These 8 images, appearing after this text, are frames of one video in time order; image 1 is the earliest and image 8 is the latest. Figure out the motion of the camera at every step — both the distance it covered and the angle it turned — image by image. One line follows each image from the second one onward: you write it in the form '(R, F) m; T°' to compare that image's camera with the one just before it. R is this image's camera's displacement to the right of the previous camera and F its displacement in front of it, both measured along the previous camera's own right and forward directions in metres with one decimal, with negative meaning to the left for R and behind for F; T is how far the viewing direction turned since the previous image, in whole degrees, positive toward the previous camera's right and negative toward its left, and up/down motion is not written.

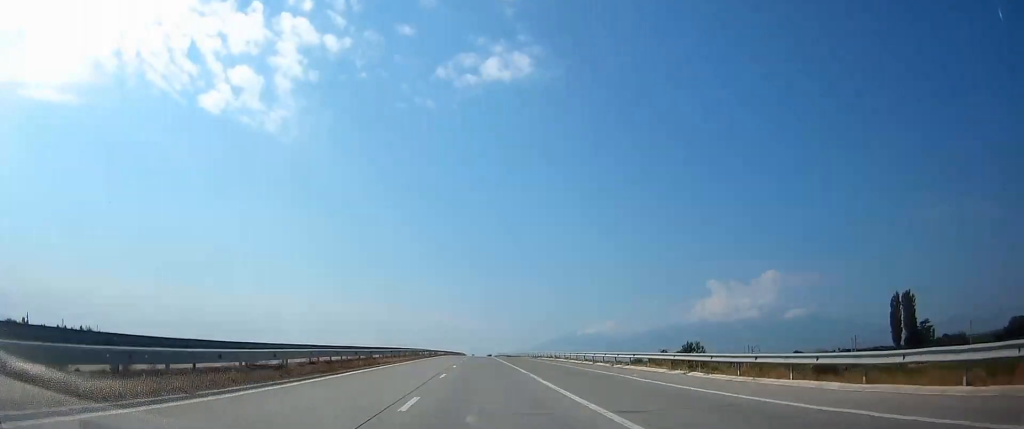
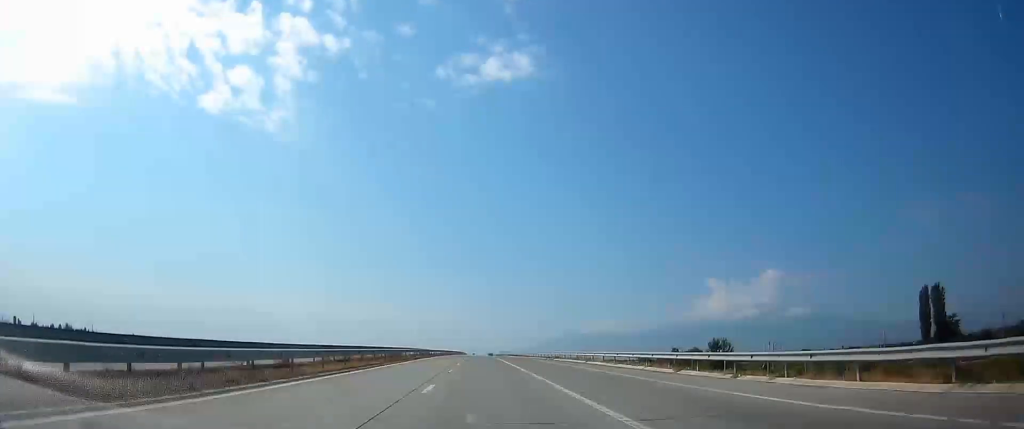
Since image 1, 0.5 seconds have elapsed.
(+0.1, +19.8) m; 0°
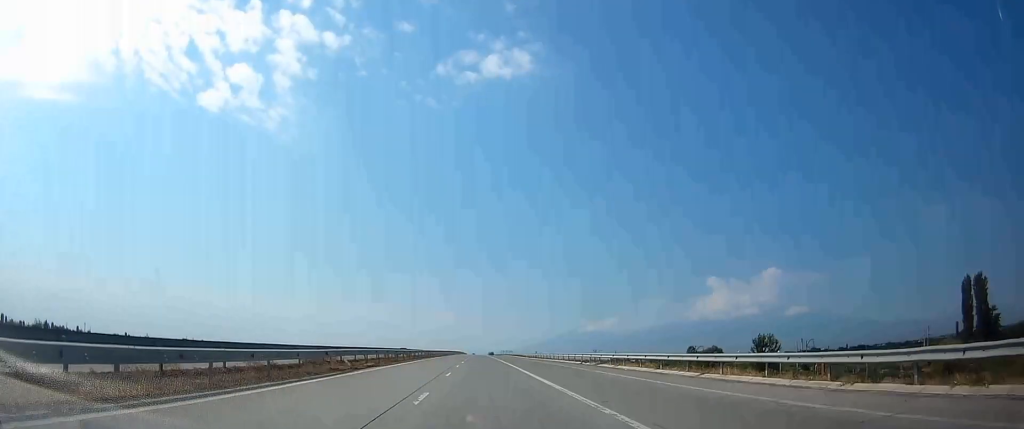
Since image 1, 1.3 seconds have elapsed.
(+0.1, +27.0) m; 0°
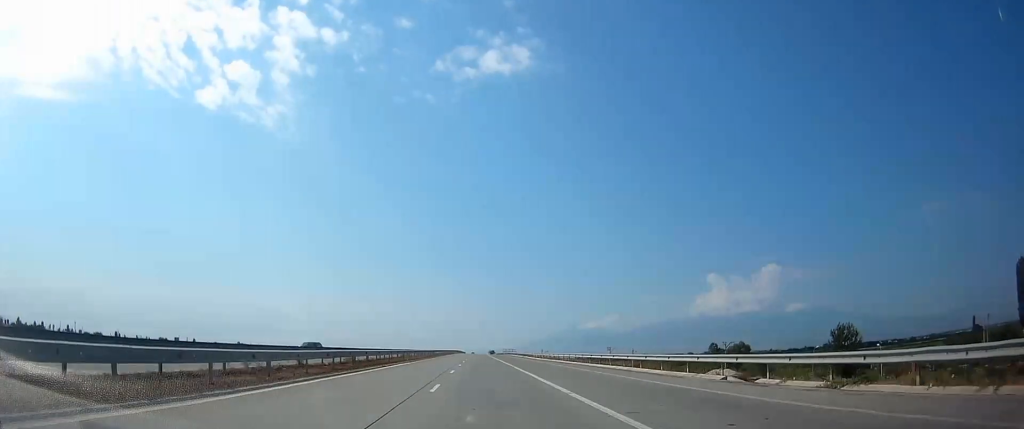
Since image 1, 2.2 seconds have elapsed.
(0.0, +32.6) m; 0°
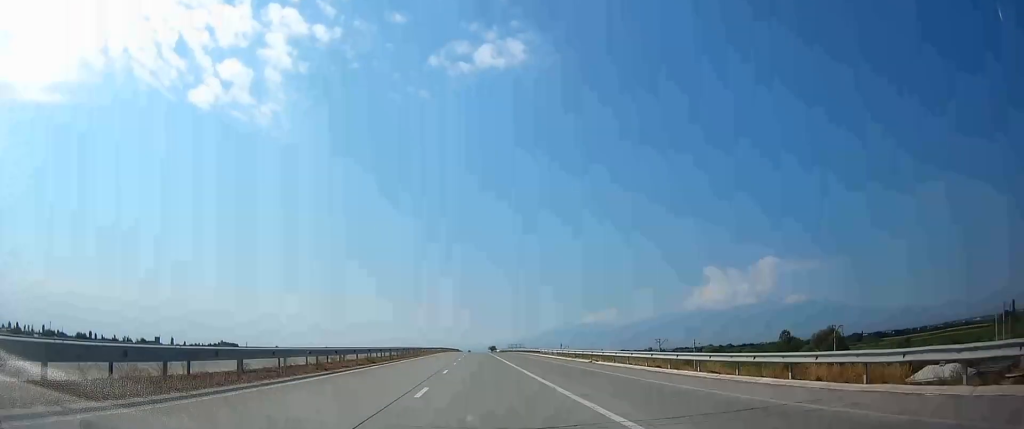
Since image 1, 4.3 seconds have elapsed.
(-0.2, +74.9) m; 0°
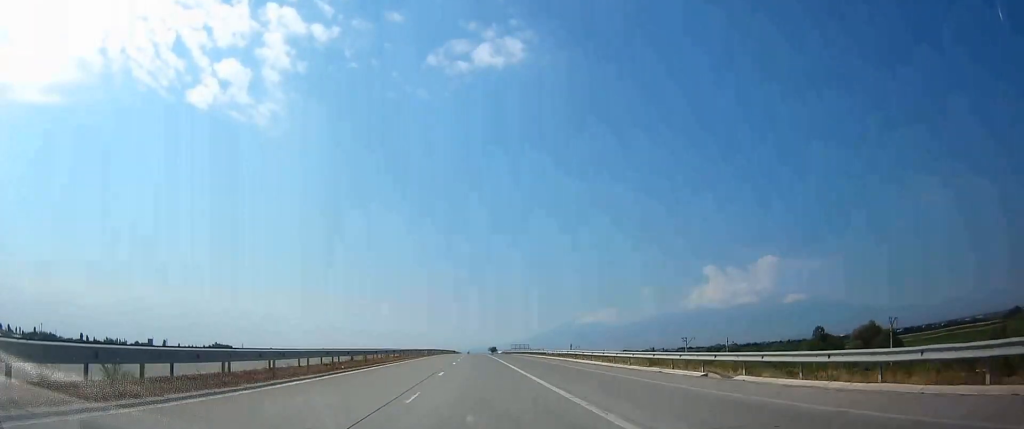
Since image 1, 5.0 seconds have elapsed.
(0.0, +25.0) m; 0°
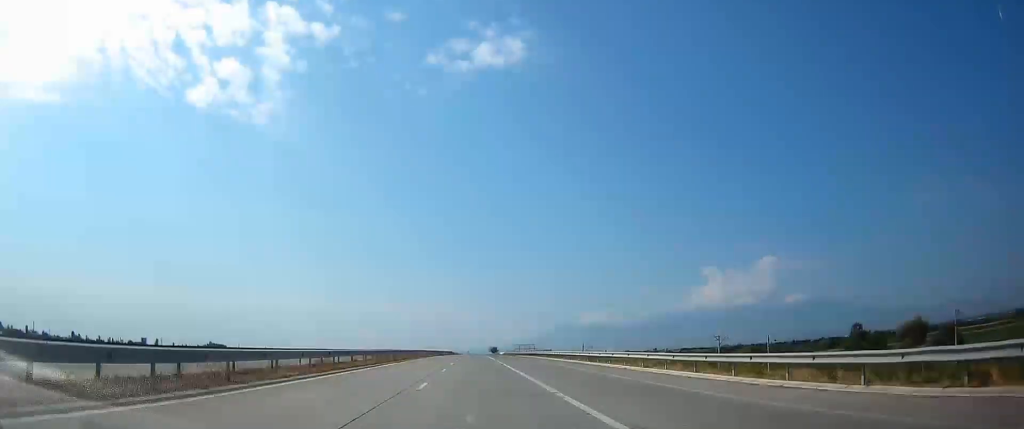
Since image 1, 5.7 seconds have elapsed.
(+0.4, +23.6) m; 0°
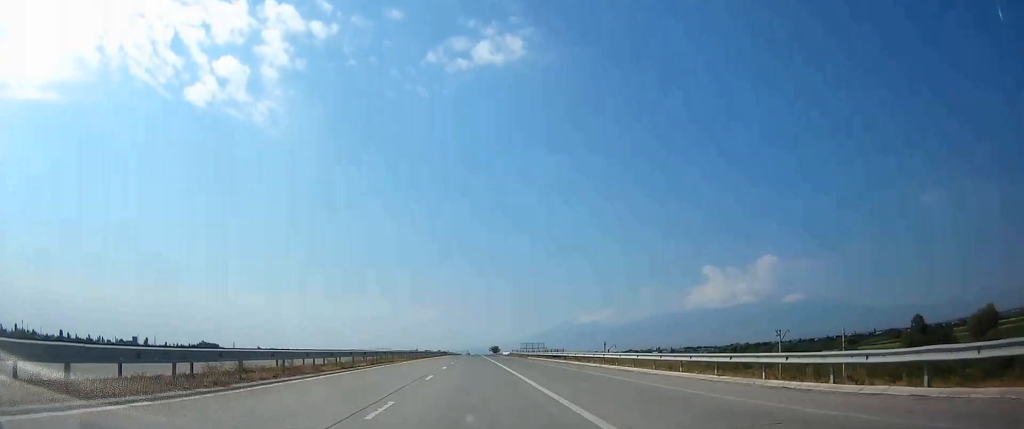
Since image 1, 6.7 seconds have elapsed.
(-0.6, +31.0) m; 0°
